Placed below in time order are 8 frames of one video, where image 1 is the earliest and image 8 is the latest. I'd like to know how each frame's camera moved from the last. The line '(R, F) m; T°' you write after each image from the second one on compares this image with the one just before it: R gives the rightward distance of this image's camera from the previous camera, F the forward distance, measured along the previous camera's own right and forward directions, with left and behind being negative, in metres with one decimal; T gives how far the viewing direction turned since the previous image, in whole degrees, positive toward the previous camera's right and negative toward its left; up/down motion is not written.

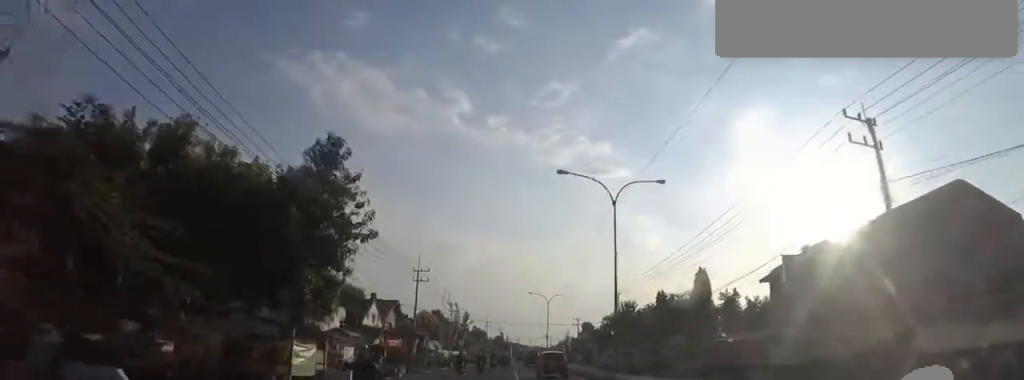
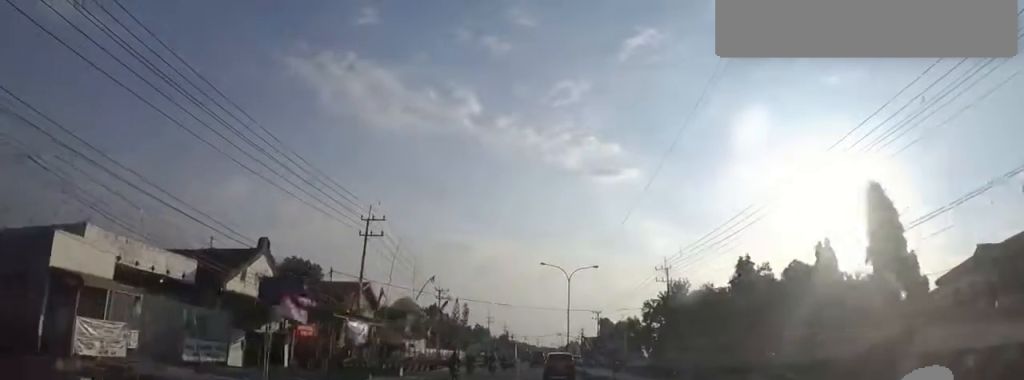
(+0.6, +20.6) m; +3°
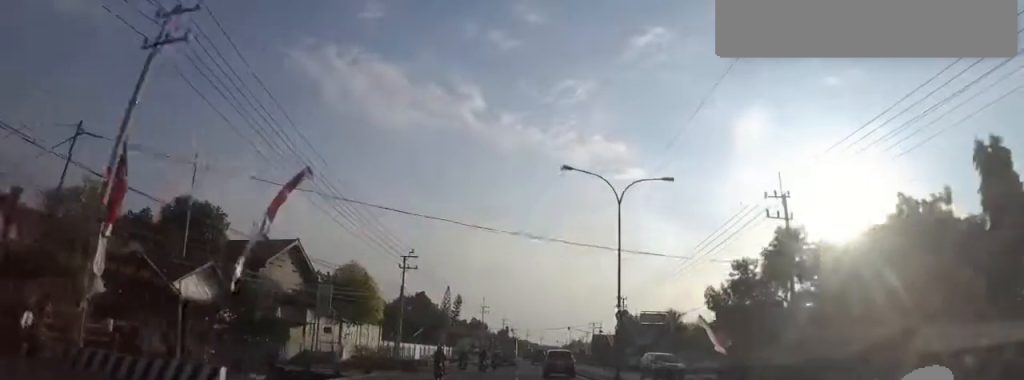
(+0.3, +22.4) m; +1°
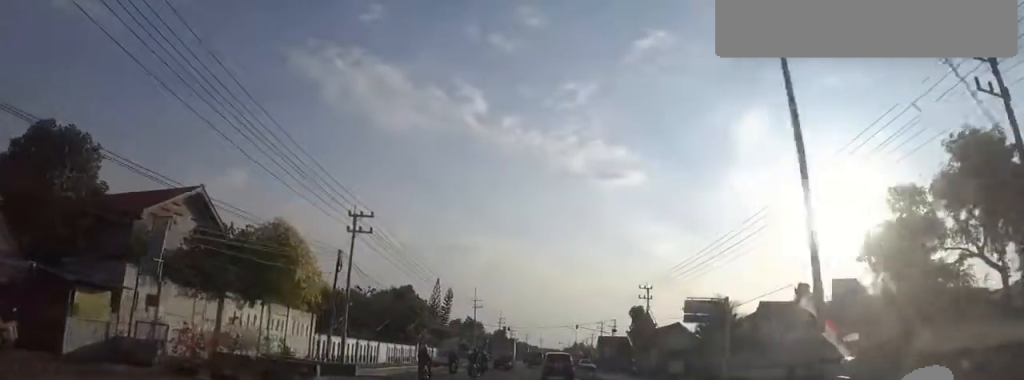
(0.0, +14.7) m; -1°
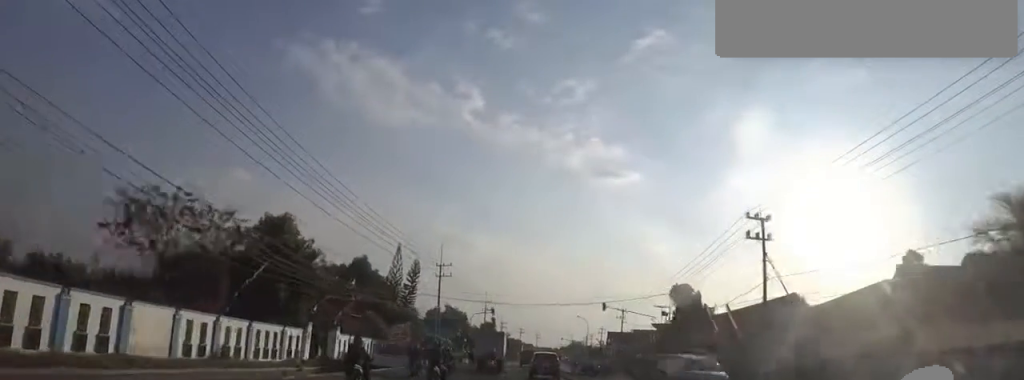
(-0.4, +29.8) m; -1°
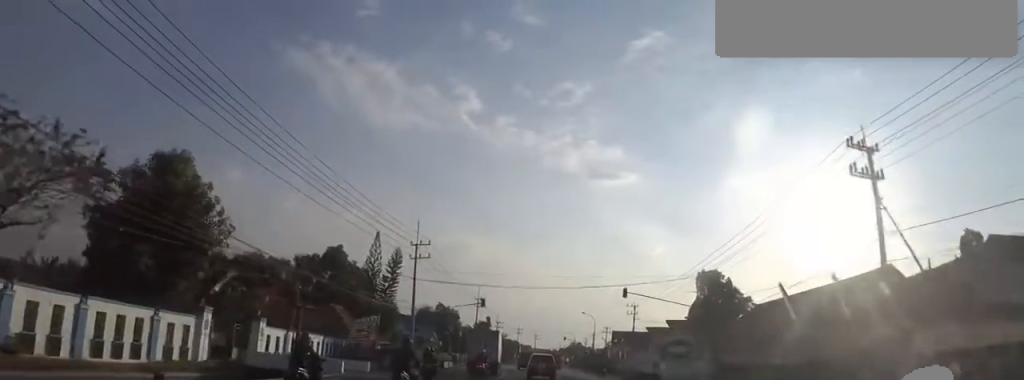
(0.0, +10.7) m; 0°
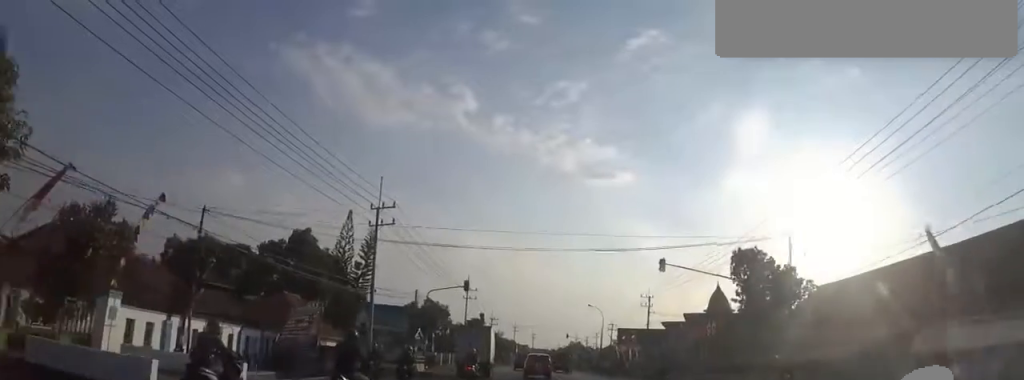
(+0.1, +10.6) m; -2°
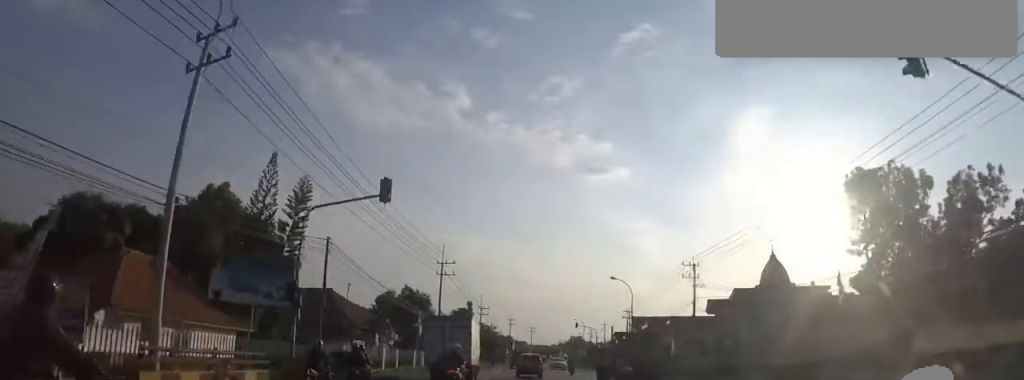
(-0.8, +18.7) m; 0°
